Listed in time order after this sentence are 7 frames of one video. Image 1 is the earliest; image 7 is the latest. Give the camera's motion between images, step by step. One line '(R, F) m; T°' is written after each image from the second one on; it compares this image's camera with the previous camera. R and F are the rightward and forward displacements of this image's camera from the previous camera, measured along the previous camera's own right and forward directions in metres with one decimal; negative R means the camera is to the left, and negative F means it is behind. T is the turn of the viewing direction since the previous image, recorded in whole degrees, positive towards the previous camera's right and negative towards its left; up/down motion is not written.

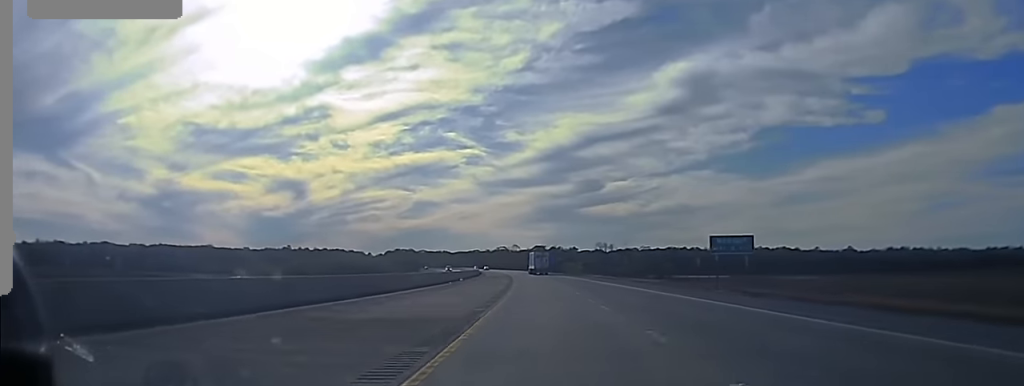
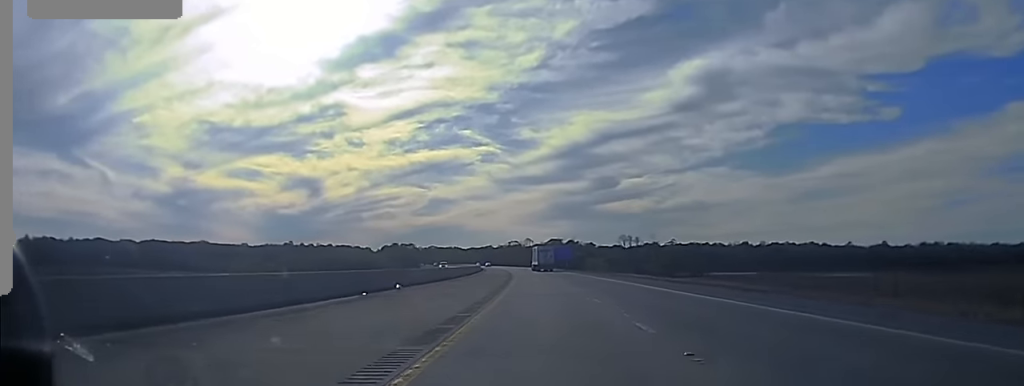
(-0.2, +46.3) m; -1°
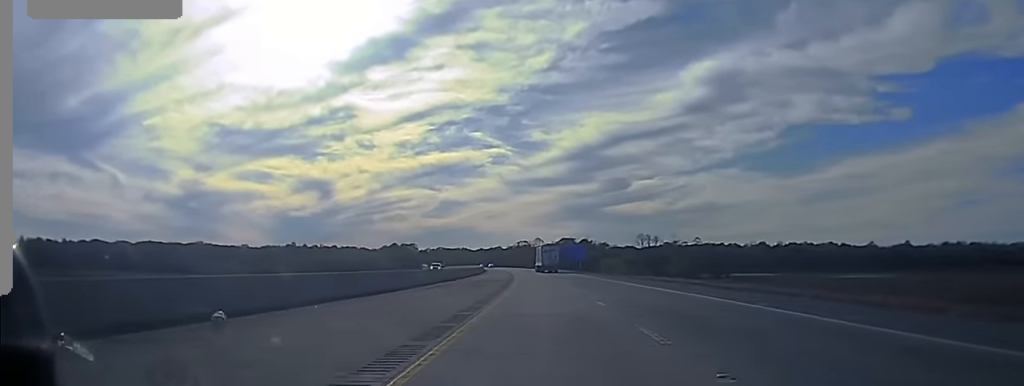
(-0.3, +28.3) m; -1°
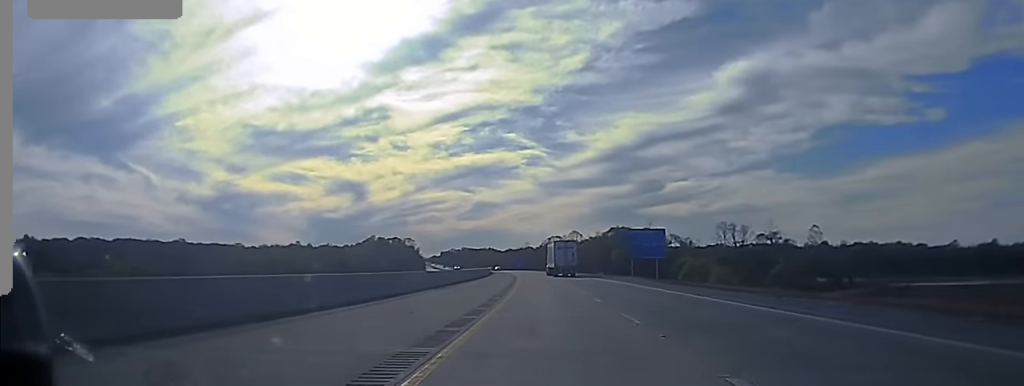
(-1.5, +90.4) m; -2°
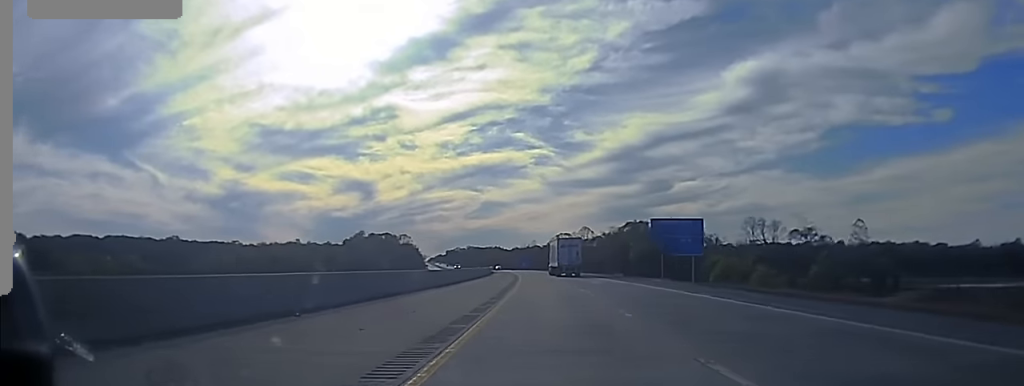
(+0.1, +24.1) m; -1°
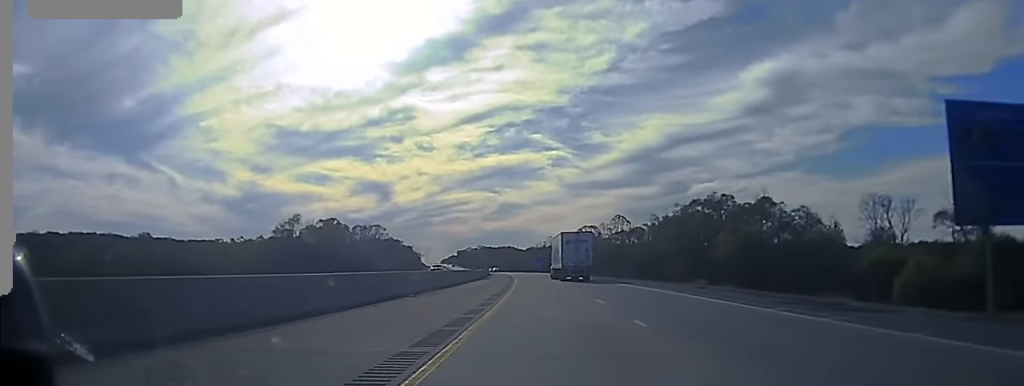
(-1.1, +64.6) m; -1°
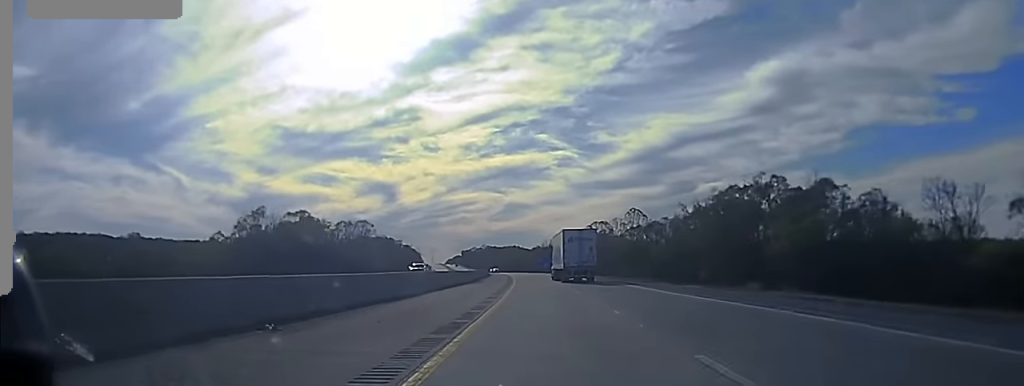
(+0.1, +20.2) m; 0°
